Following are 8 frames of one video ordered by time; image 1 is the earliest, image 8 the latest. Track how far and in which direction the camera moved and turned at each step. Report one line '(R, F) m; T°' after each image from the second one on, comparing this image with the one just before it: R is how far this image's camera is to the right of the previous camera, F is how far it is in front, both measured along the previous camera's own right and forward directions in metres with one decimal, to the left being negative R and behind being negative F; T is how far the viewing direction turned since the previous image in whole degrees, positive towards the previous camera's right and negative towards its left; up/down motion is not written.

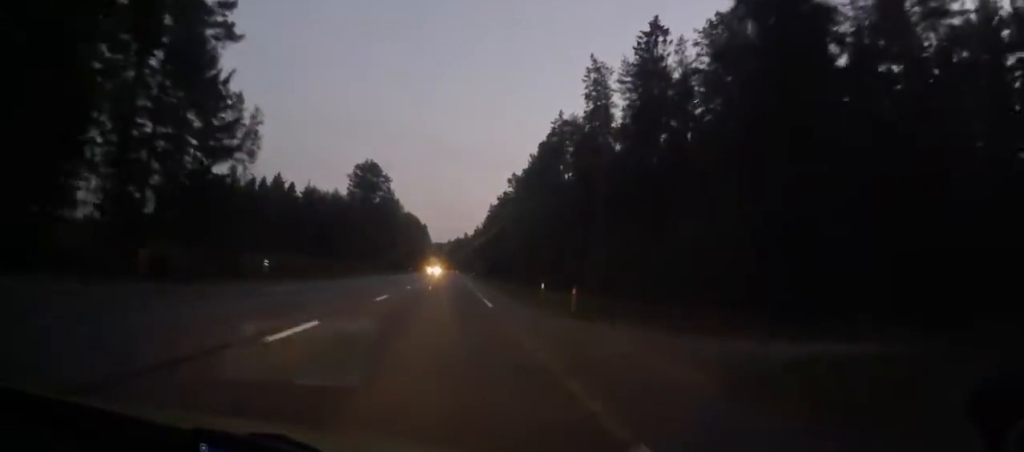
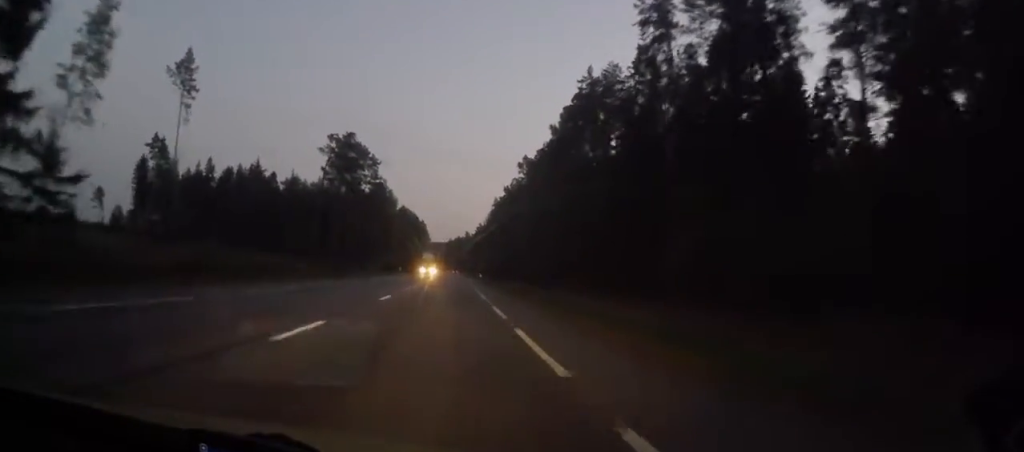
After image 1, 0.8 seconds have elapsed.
(0.0, +23.5) m; 0°
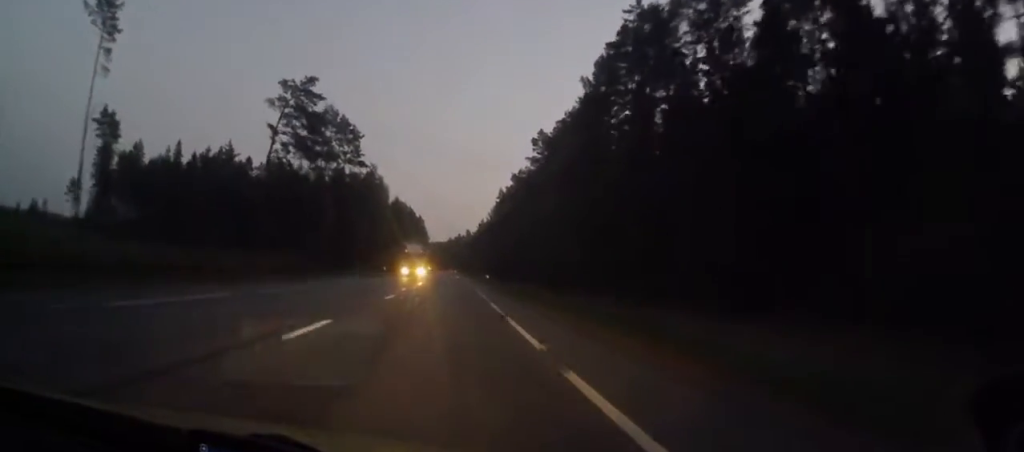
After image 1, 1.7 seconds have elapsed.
(0.0, +23.5) m; 0°
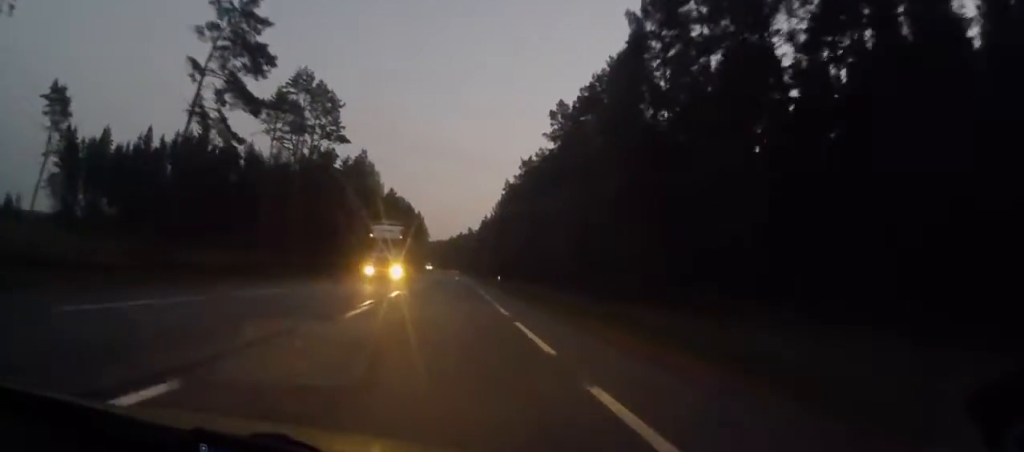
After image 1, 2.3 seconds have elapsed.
(0.0, +18.9) m; 0°
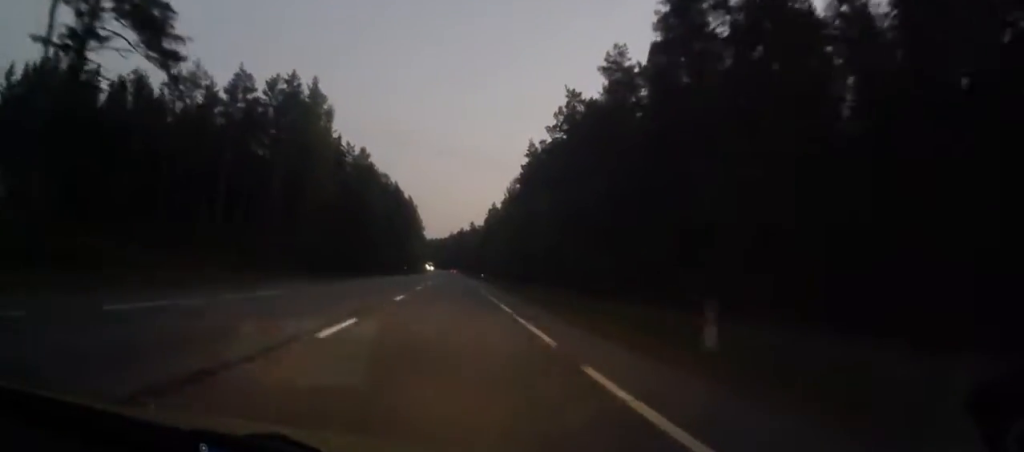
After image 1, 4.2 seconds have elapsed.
(0.0, +52.3) m; 0°
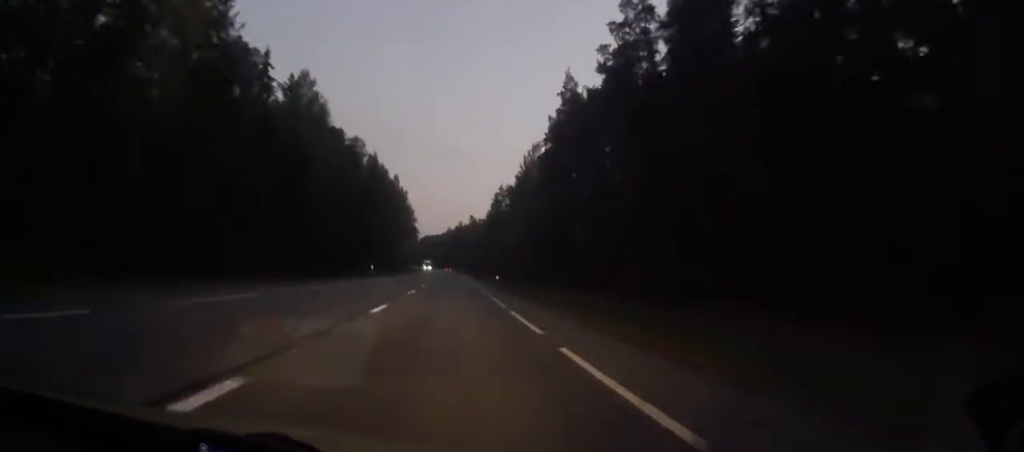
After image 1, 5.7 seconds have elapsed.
(0.0, +42.8) m; 0°
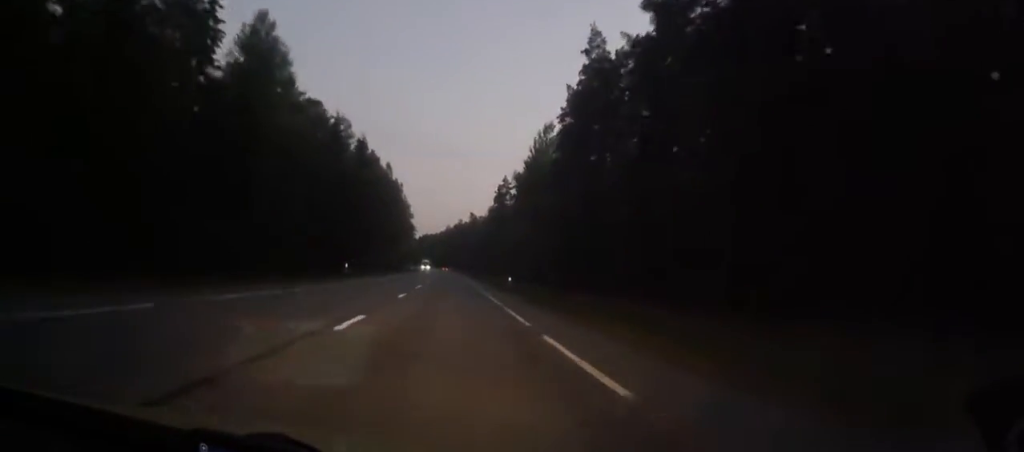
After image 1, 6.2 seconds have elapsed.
(0.0, +16.1) m; 0°
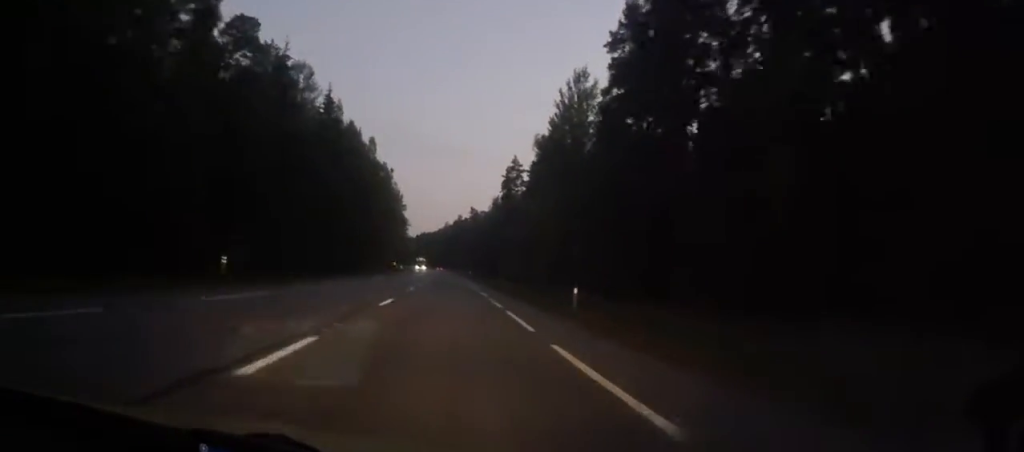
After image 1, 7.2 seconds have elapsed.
(0.0, +28.3) m; 0°
